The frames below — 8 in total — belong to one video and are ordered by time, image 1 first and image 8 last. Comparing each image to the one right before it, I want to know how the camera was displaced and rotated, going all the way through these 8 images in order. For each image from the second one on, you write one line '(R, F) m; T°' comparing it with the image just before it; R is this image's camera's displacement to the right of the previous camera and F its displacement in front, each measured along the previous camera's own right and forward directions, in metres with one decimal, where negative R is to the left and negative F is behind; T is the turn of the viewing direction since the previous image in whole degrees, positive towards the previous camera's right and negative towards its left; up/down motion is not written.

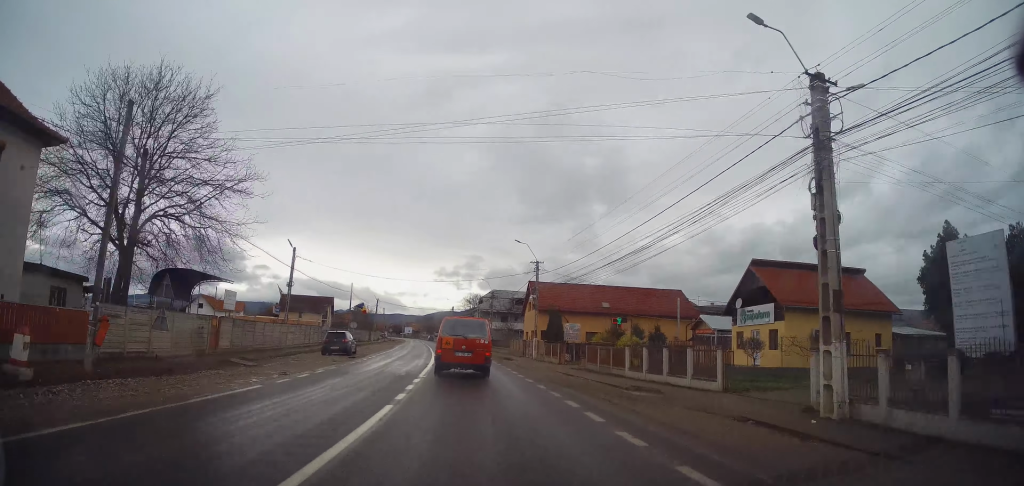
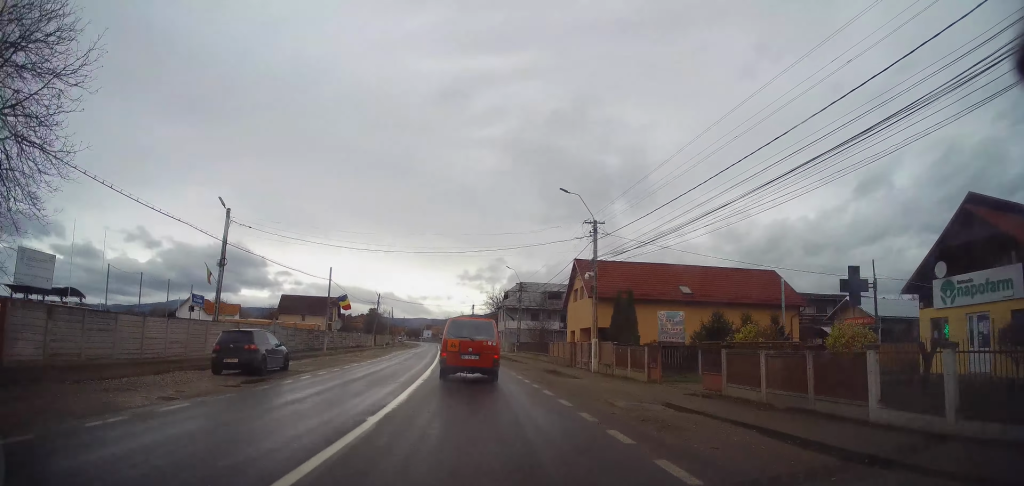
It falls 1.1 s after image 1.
(-0.3, +15.7) m; -1°
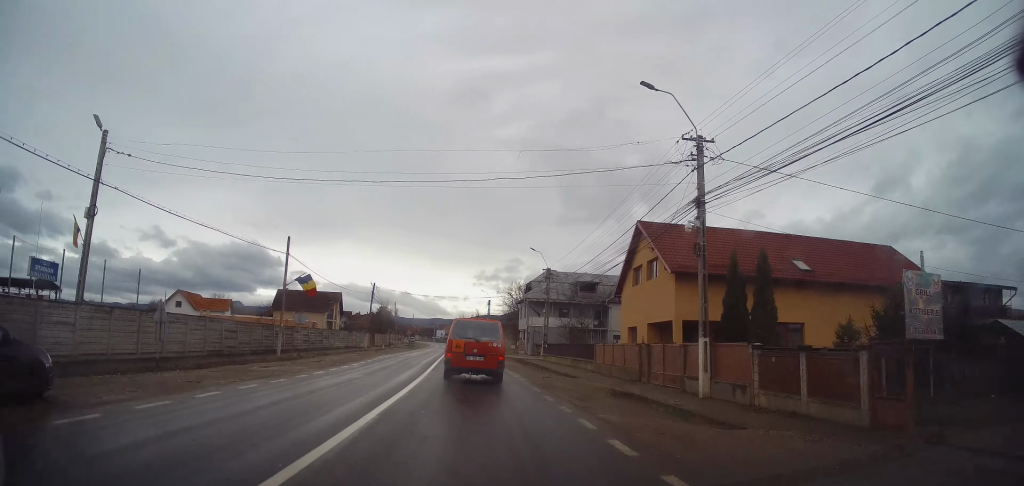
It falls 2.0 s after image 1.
(0.0, +12.9) m; -2°
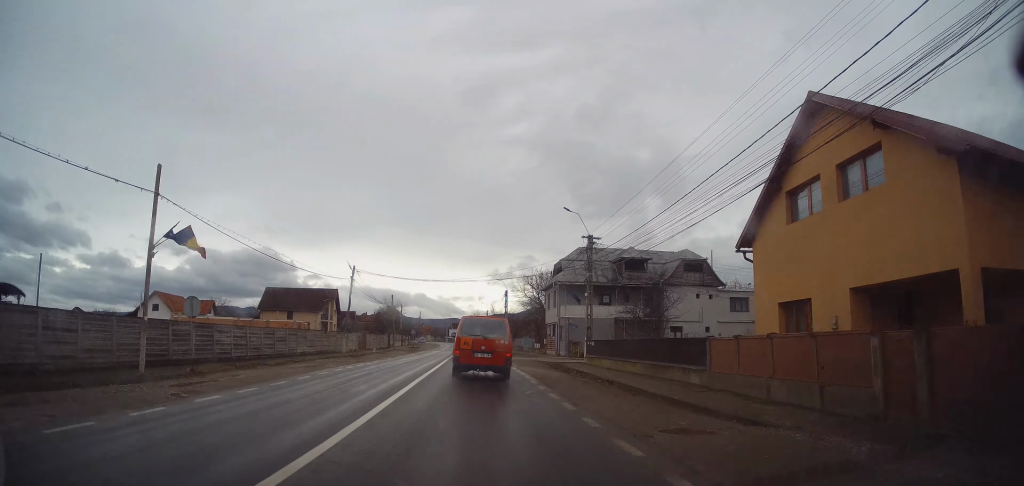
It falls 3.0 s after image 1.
(-0.4, +14.5) m; -3°
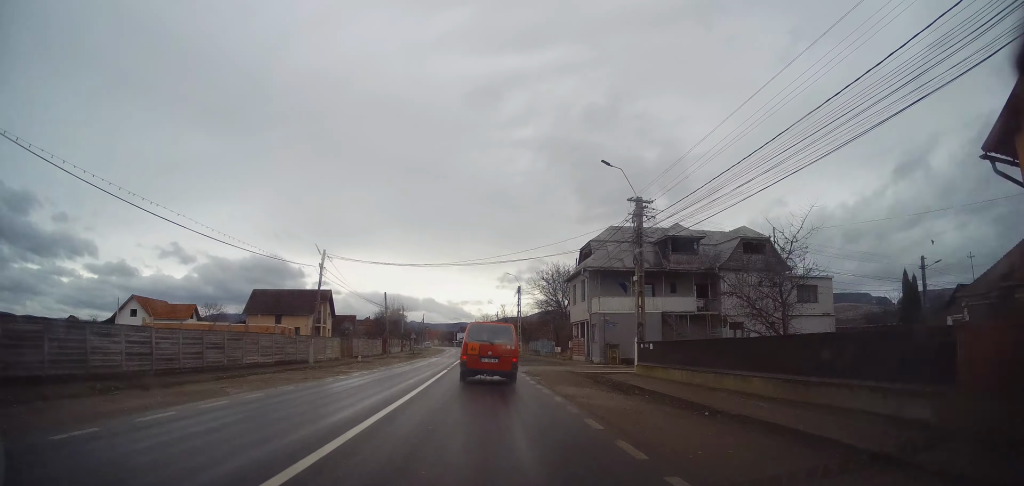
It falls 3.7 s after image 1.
(-0.1, +10.2) m; -2°
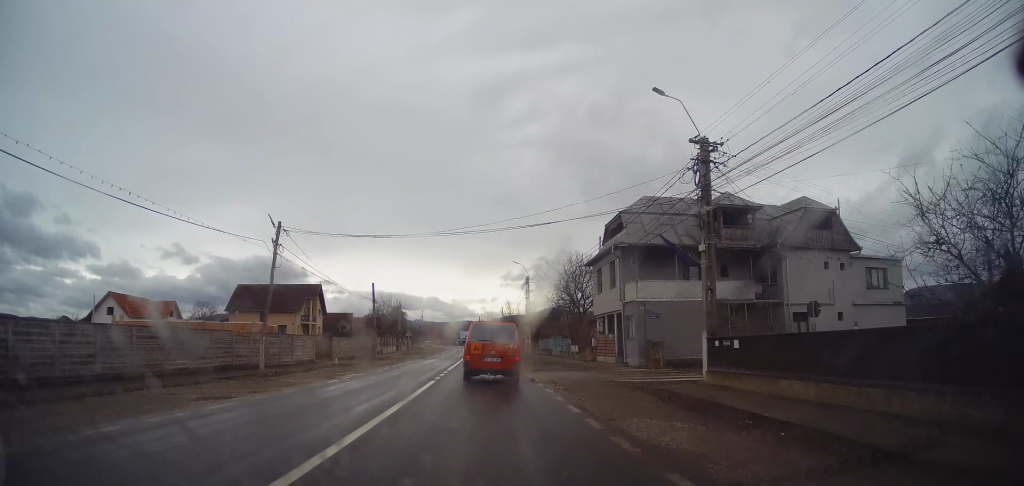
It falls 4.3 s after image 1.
(+0.1, +7.8) m; -1°
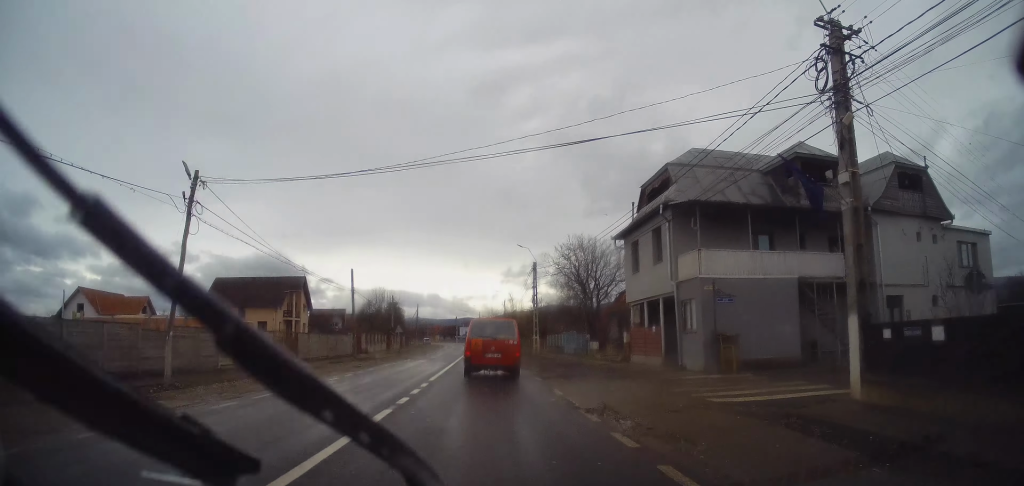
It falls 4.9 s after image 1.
(-0.3, +7.8) m; 0°
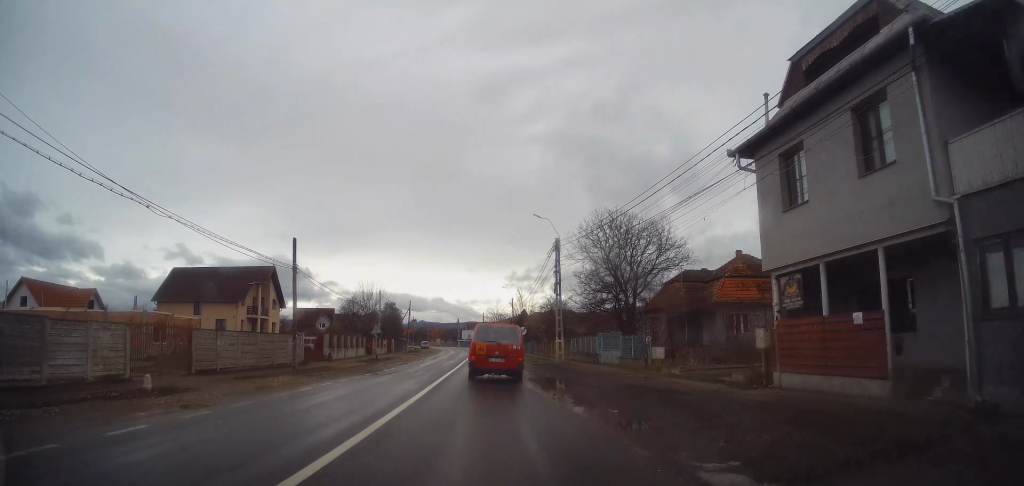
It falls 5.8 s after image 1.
(+0.1, +13.2) m; +1°
